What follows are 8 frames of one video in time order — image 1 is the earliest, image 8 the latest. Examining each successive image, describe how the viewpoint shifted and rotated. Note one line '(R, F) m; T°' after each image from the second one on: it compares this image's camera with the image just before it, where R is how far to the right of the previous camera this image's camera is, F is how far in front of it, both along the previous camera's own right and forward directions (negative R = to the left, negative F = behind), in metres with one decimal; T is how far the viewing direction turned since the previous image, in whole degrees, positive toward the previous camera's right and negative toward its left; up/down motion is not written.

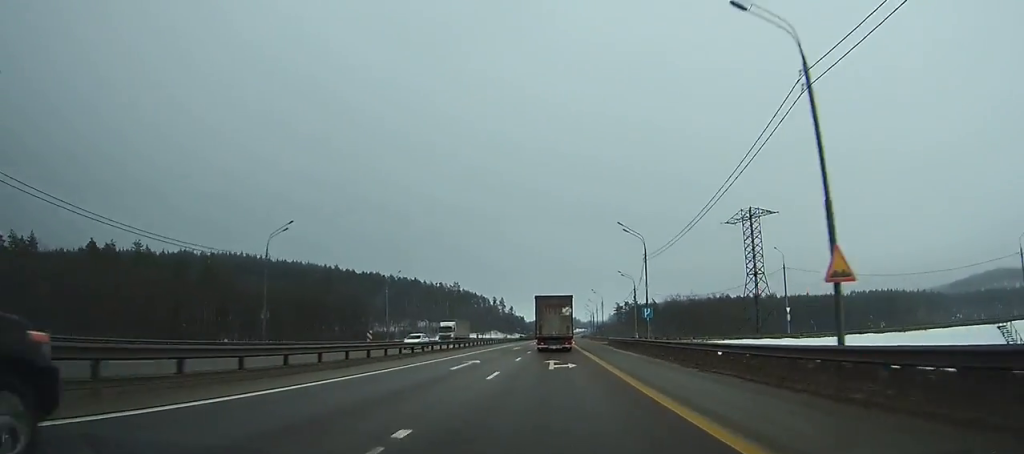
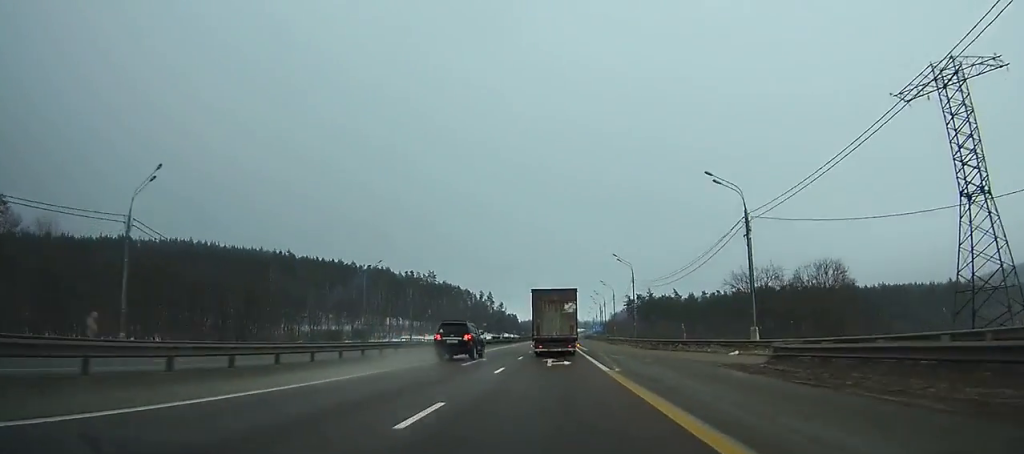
(+0.2, +56.8) m; 0°
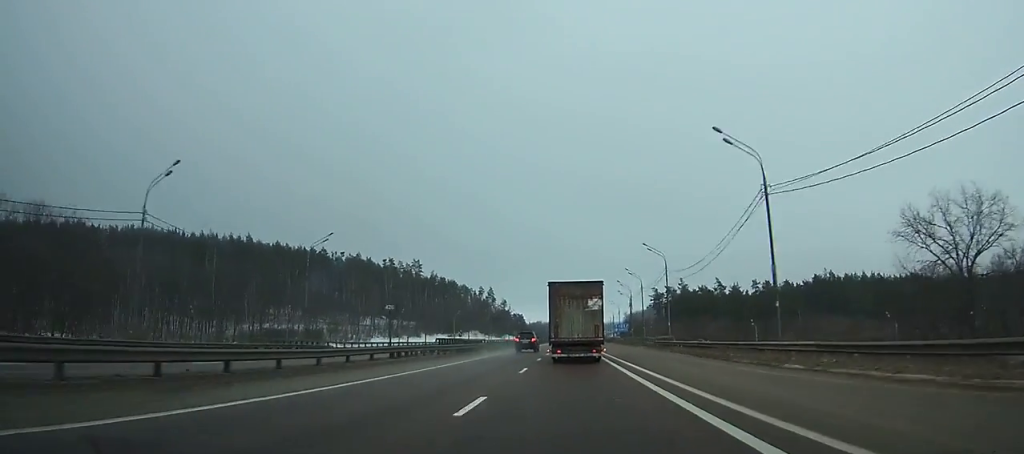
(0.0, +46.2) m; 0°
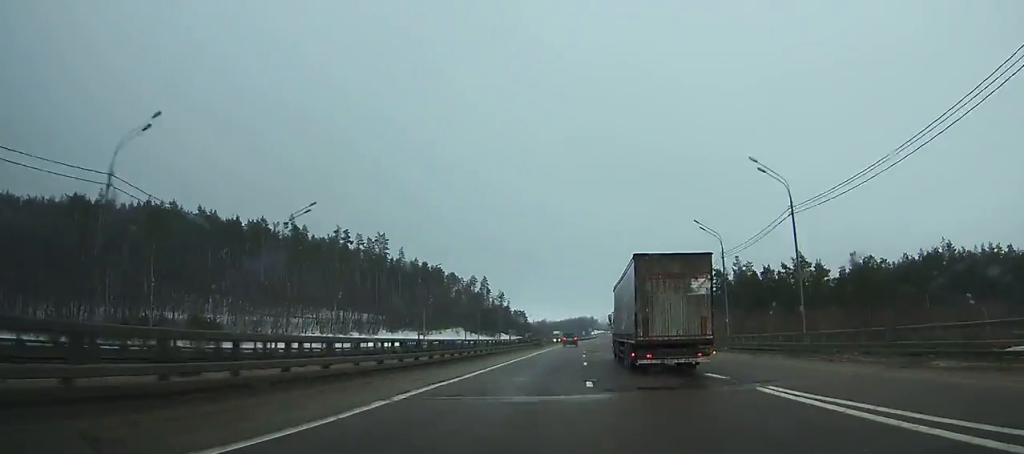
(-0.4, +53.9) m; +1°
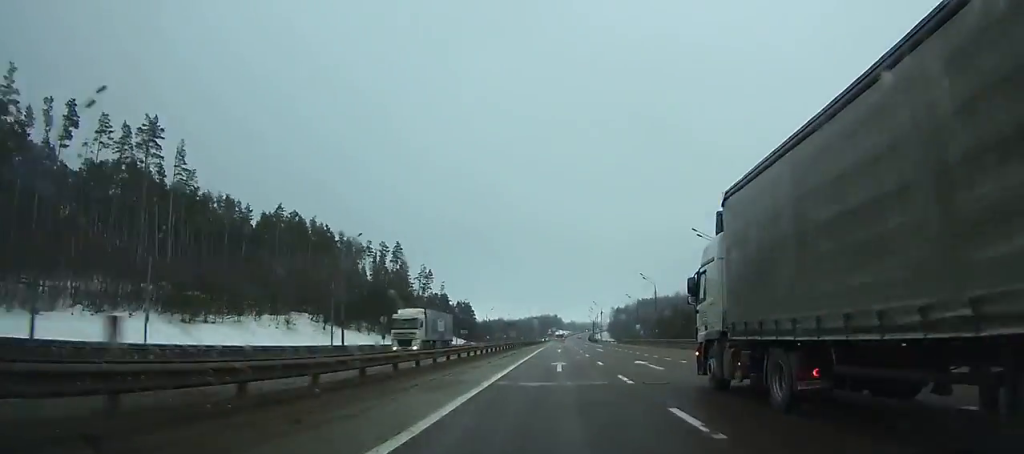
(+2.4, +89.4) m; +2°
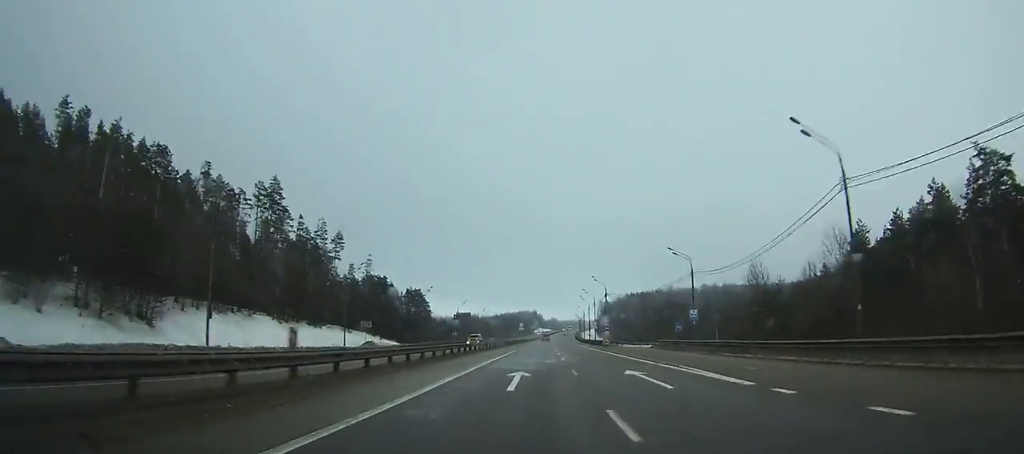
(+0.7, +63.0) m; +1°
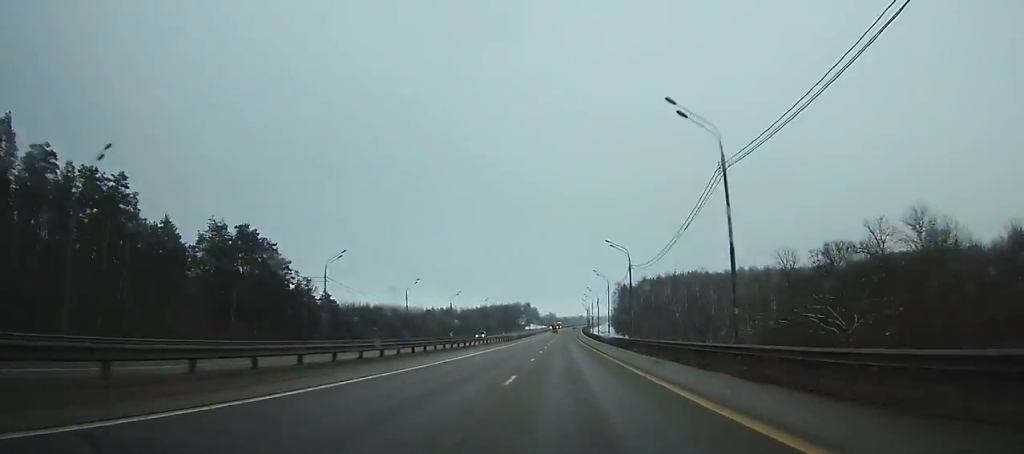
(+1.6, +117.9) m; +1°
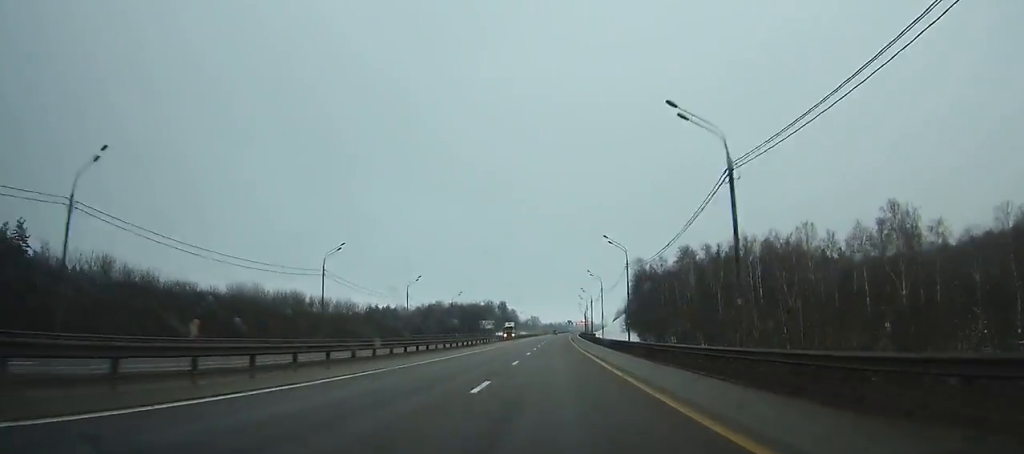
(+1.1, +107.2) m; +1°
